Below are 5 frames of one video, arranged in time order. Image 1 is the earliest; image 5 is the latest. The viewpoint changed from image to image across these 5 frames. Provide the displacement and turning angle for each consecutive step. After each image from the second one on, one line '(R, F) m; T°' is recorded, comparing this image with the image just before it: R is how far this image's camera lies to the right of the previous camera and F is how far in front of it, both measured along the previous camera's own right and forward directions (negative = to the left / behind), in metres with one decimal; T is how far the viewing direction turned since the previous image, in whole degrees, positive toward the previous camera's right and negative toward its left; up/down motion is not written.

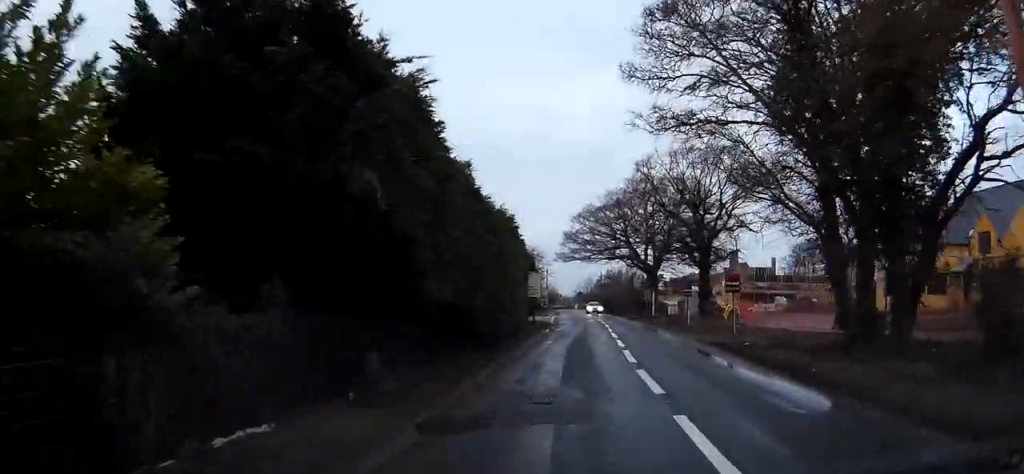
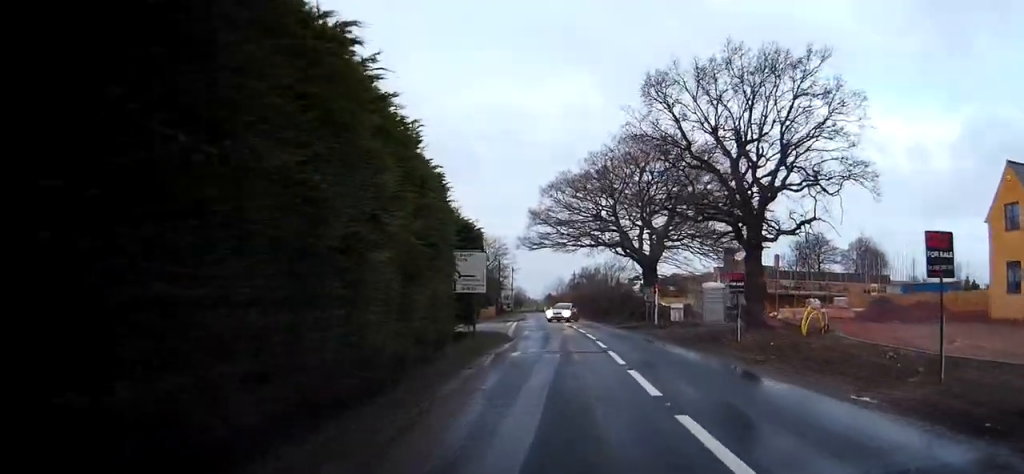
(+0.6, +17.9) m; +4°
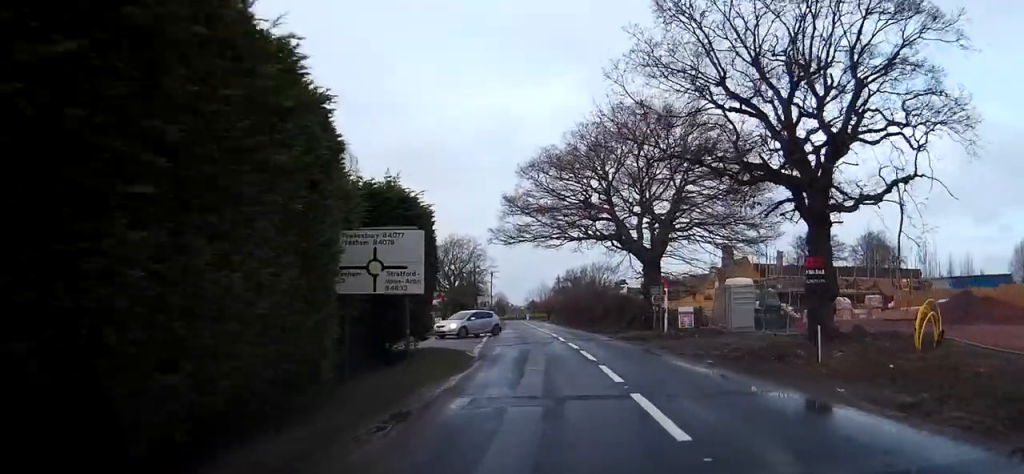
(+0.3, +9.3) m; +3°
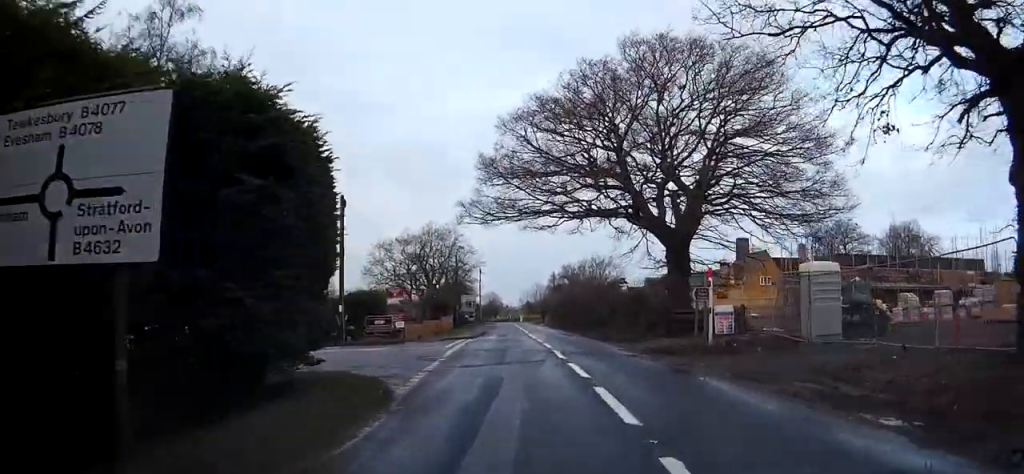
(+0.2, +10.8) m; 0°
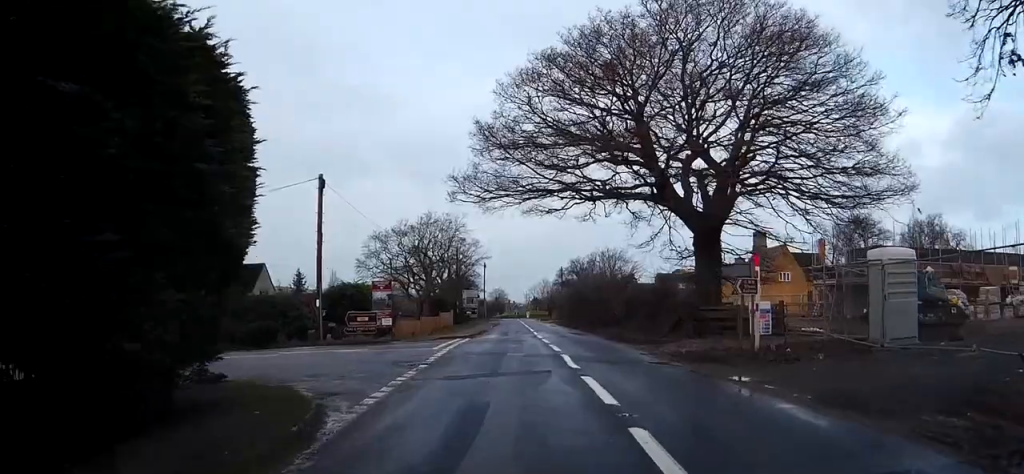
(0.0, +4.5) m; -2°
